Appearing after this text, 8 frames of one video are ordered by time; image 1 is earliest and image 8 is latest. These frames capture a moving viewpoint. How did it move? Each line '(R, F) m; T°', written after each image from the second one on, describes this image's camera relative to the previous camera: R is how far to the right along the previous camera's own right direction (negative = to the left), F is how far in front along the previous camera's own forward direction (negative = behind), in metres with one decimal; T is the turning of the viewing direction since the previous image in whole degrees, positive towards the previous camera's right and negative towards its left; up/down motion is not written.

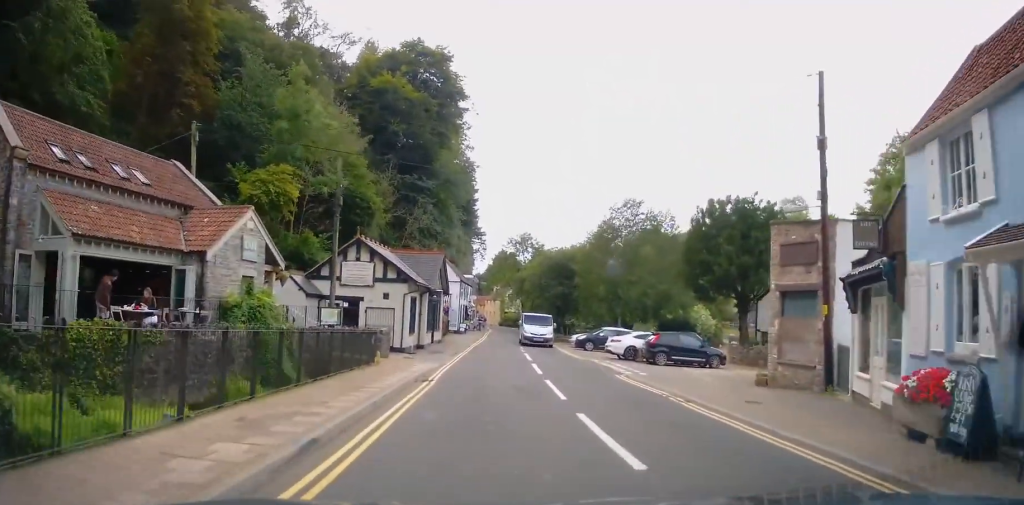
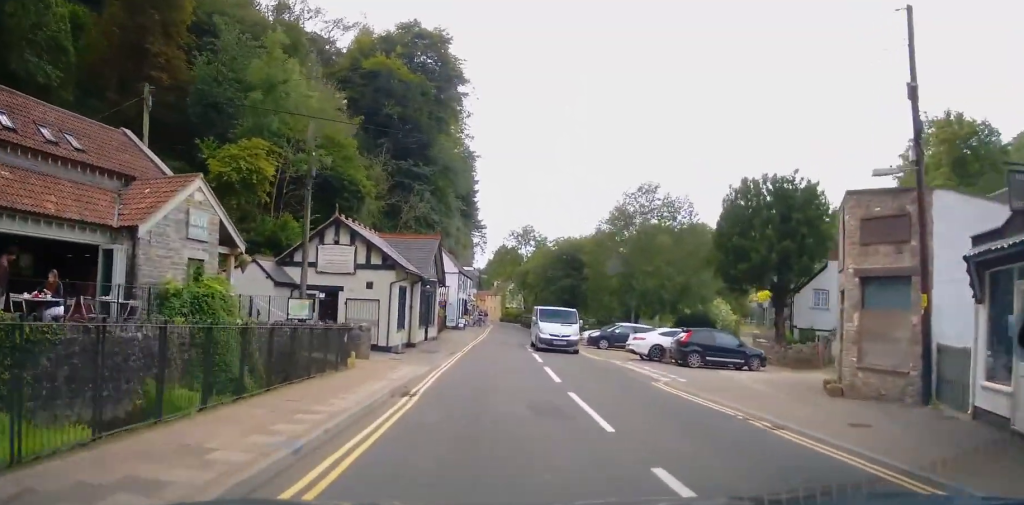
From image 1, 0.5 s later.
(0.0, +4.3) m; 0°
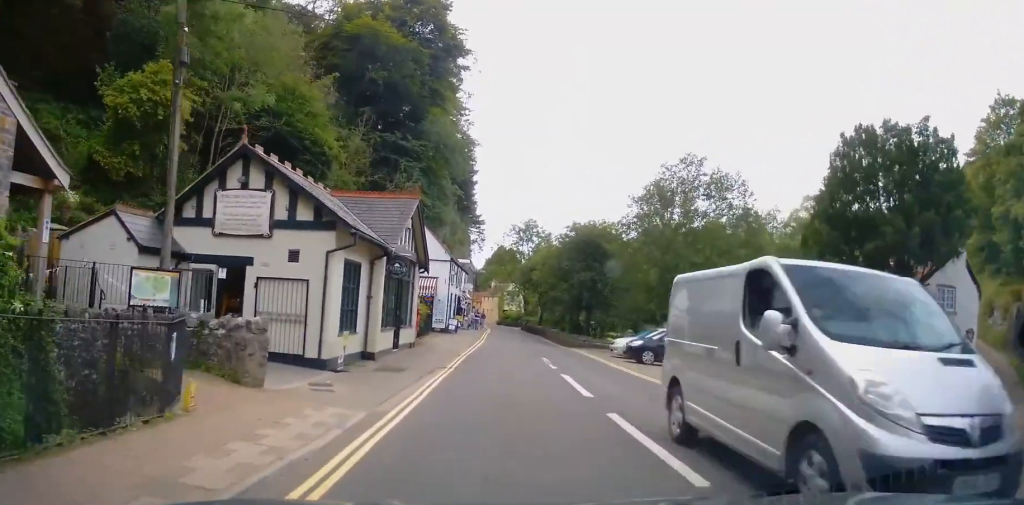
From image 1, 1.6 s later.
(0.0, +9.1) m; 0°
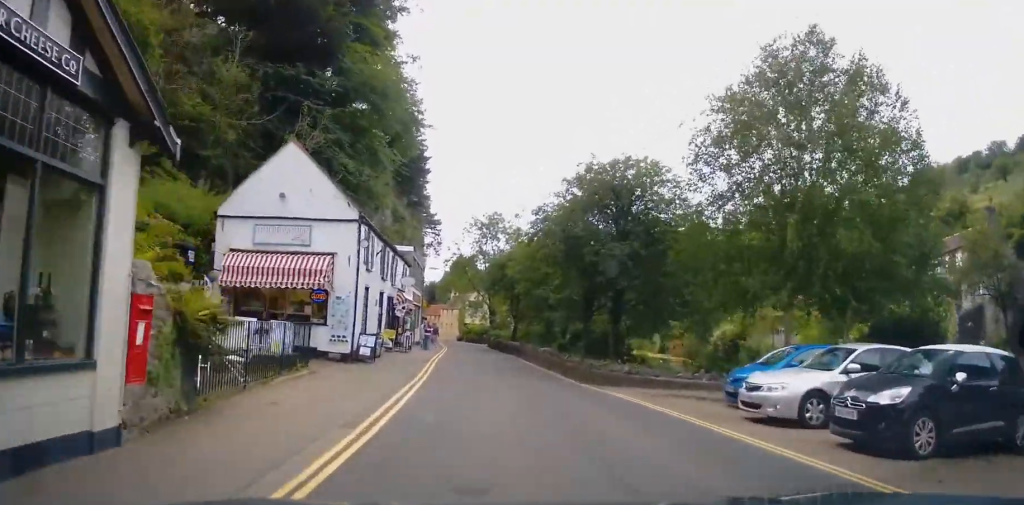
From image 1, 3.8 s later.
(+1.2, +17.3) m; +8°
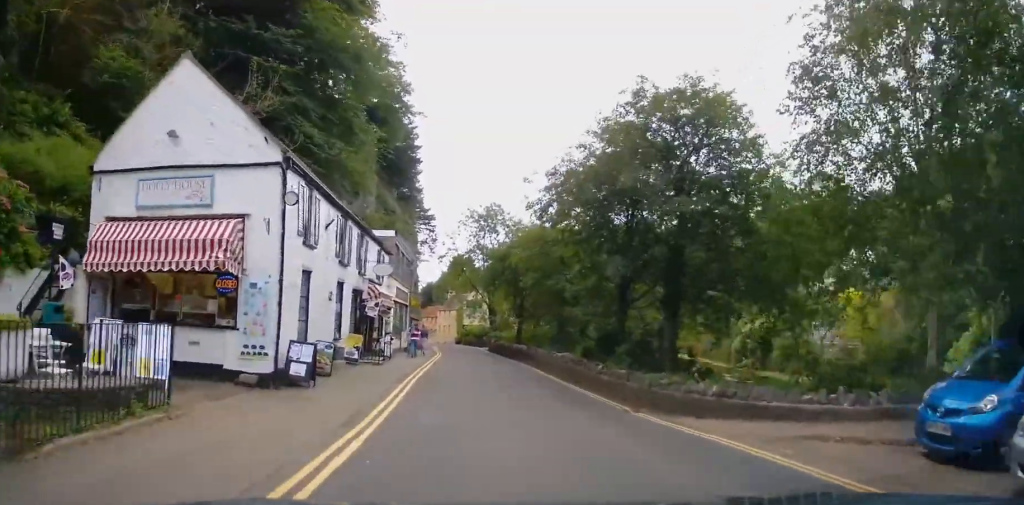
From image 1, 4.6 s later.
(0.0, +6.5) m; -3°
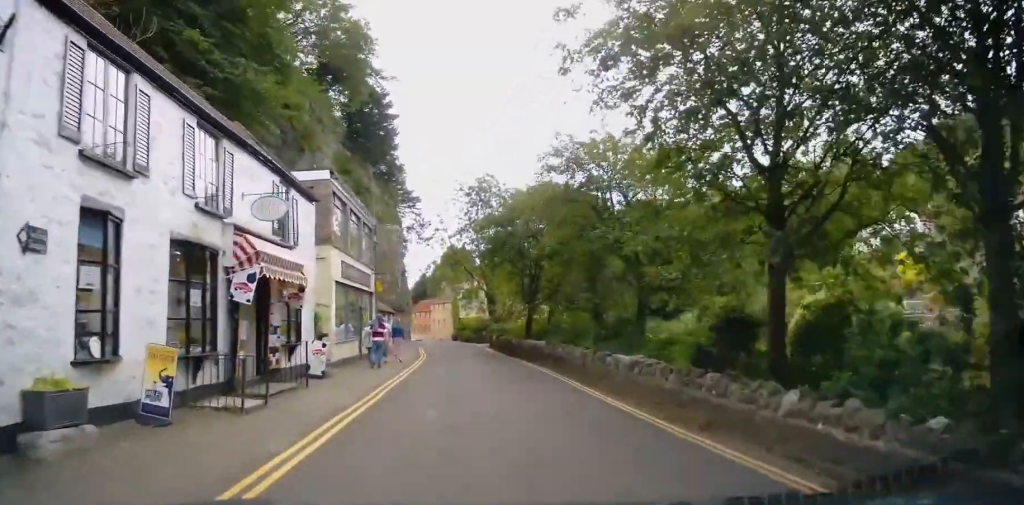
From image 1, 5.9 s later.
(-0.5, +10.8) m; -1°
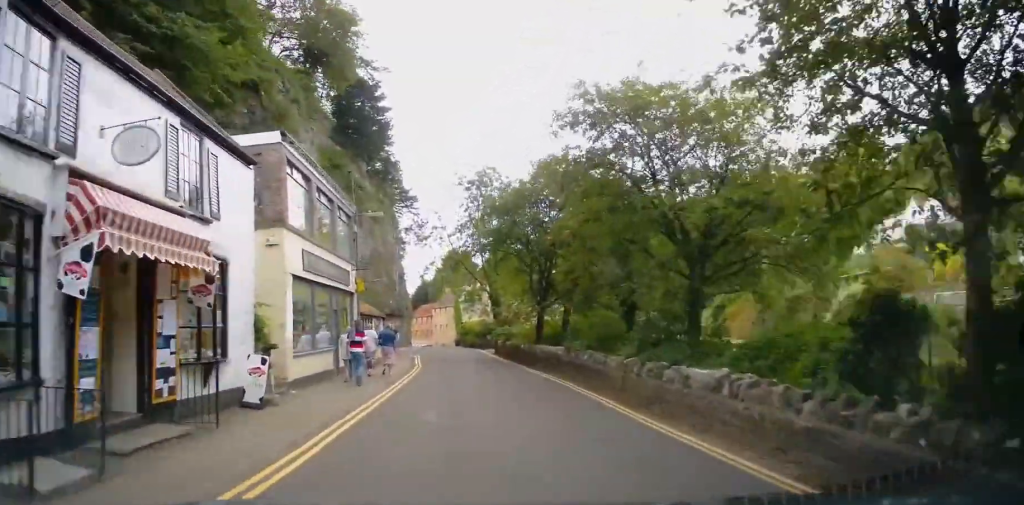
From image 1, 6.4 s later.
(+0.3, +4.3) m; 0°
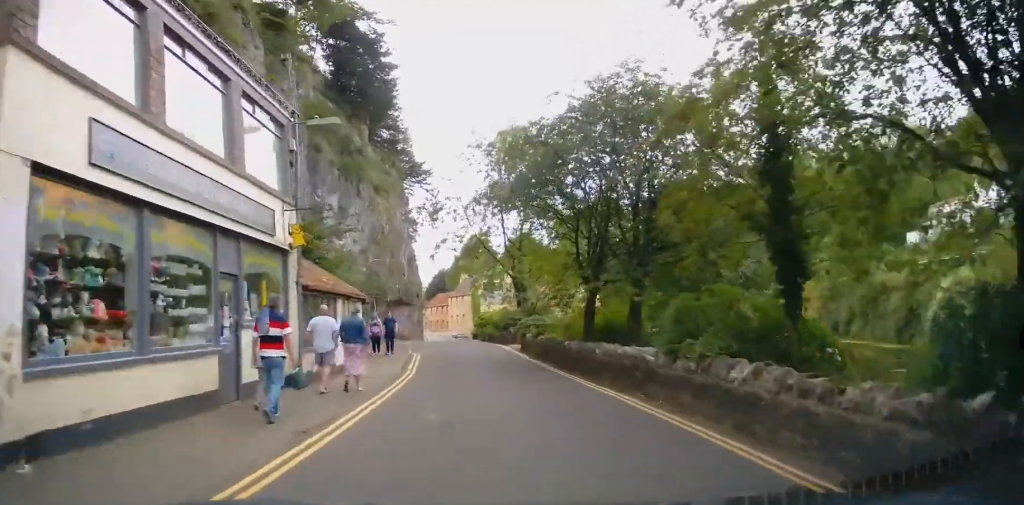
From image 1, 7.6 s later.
(-0.3, +9.4) m; 0°
